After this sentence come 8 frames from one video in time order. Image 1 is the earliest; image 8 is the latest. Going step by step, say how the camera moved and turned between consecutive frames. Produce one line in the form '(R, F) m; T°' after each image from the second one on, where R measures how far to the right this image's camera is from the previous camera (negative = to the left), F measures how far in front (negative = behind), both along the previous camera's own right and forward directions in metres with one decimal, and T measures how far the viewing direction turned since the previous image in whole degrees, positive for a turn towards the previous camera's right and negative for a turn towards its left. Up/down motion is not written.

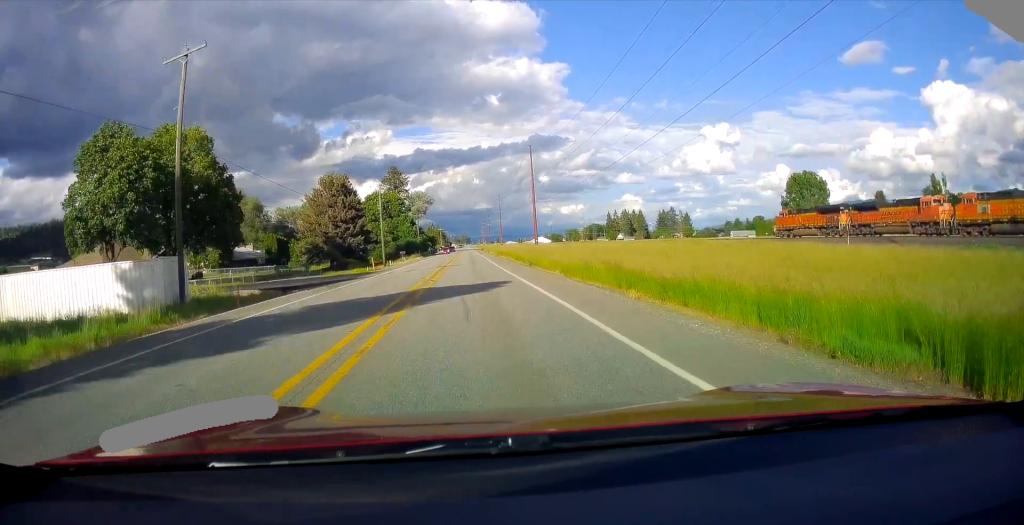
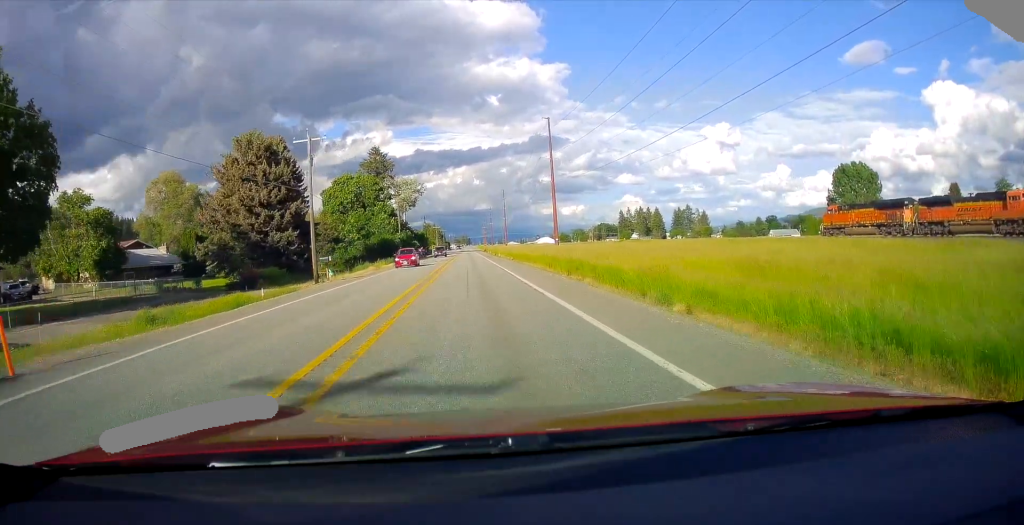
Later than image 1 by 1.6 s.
(-0.4, +38.2) m; -1°
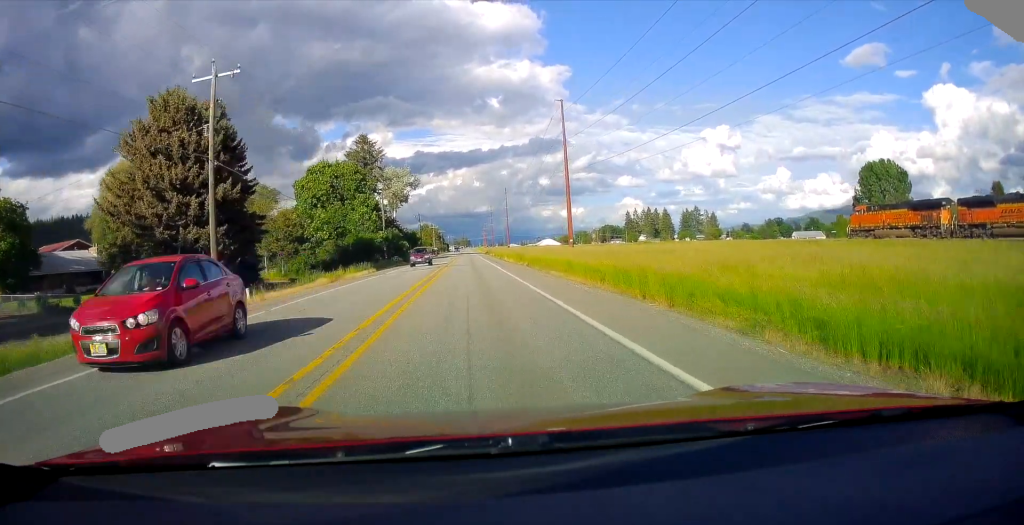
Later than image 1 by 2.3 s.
(0.0, +18.7) m; 0°
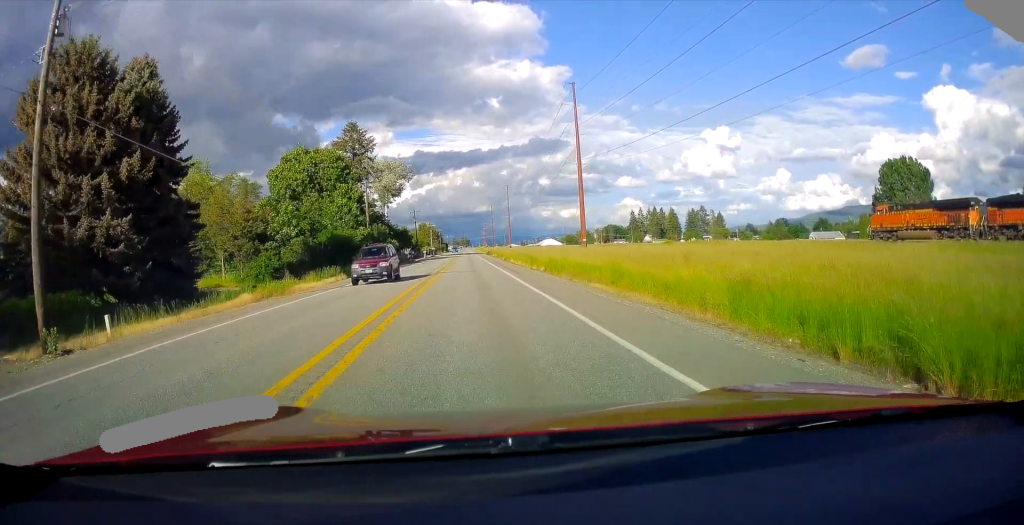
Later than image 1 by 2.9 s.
(0.0, +13.4) m; 0°
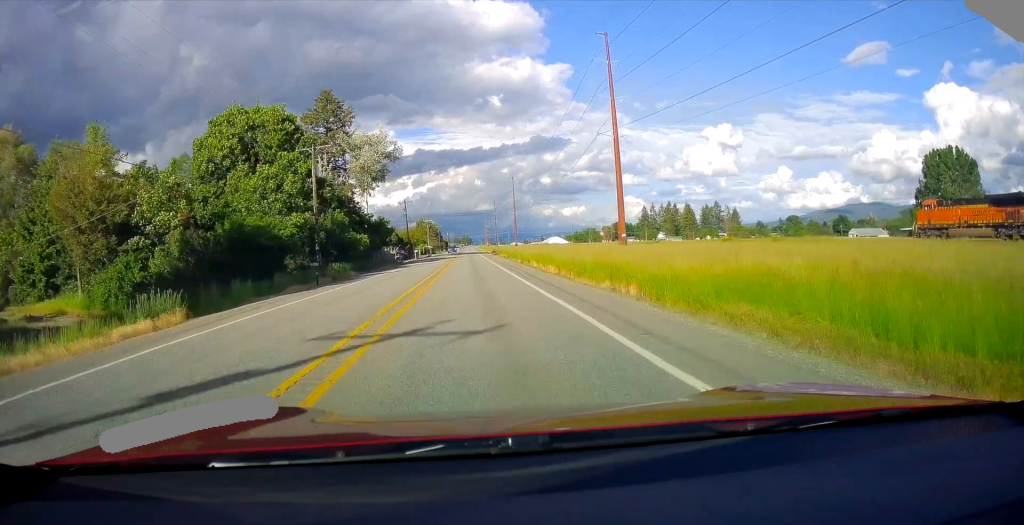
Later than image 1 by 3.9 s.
(0.0, +24.0) m; 0°
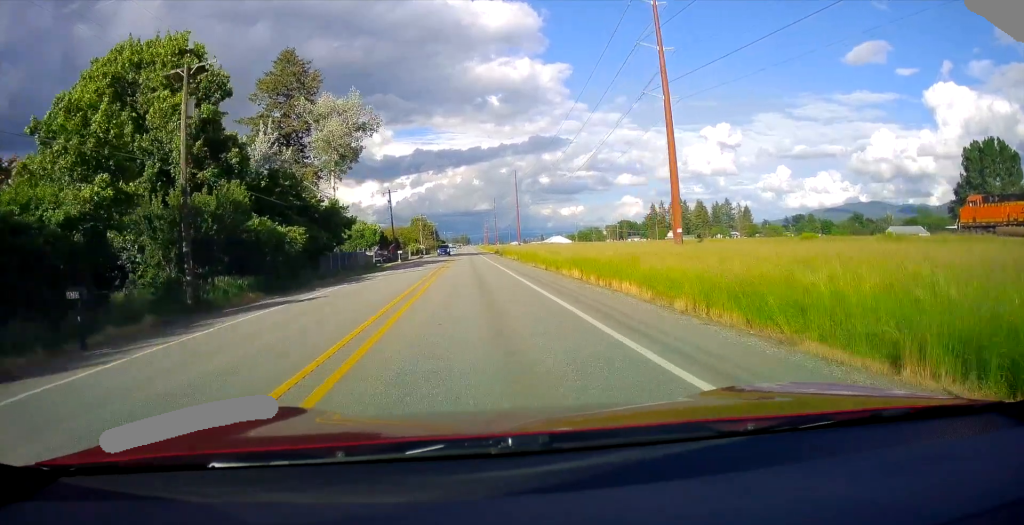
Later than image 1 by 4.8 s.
(0.0, +21.6) m; 0°
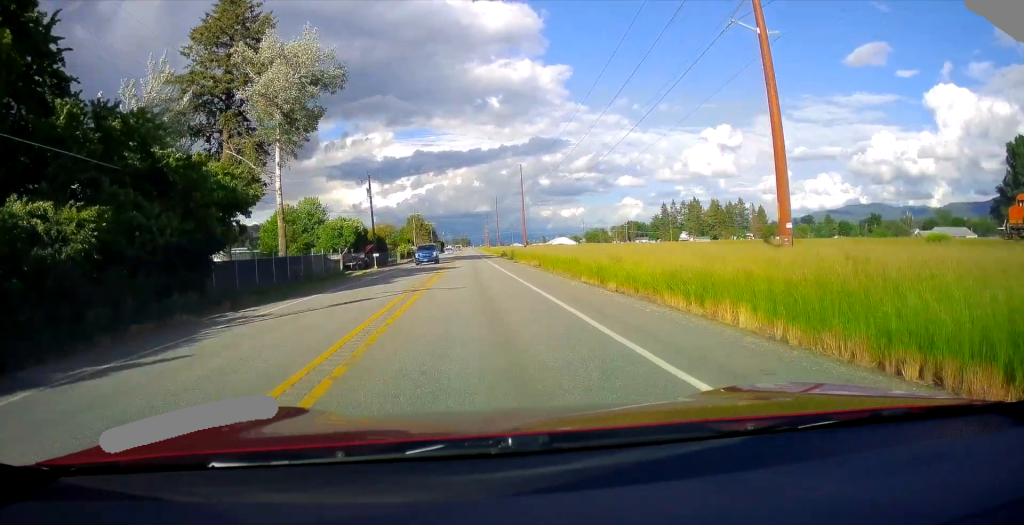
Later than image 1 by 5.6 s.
(0.0, +20.8) m; 0°
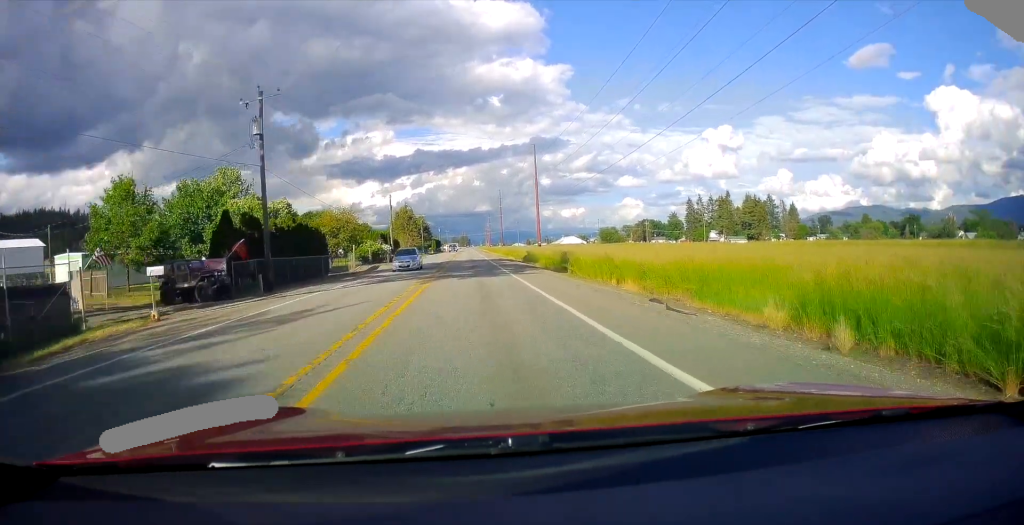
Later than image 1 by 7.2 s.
(0.0, +39.8) m; 0°
